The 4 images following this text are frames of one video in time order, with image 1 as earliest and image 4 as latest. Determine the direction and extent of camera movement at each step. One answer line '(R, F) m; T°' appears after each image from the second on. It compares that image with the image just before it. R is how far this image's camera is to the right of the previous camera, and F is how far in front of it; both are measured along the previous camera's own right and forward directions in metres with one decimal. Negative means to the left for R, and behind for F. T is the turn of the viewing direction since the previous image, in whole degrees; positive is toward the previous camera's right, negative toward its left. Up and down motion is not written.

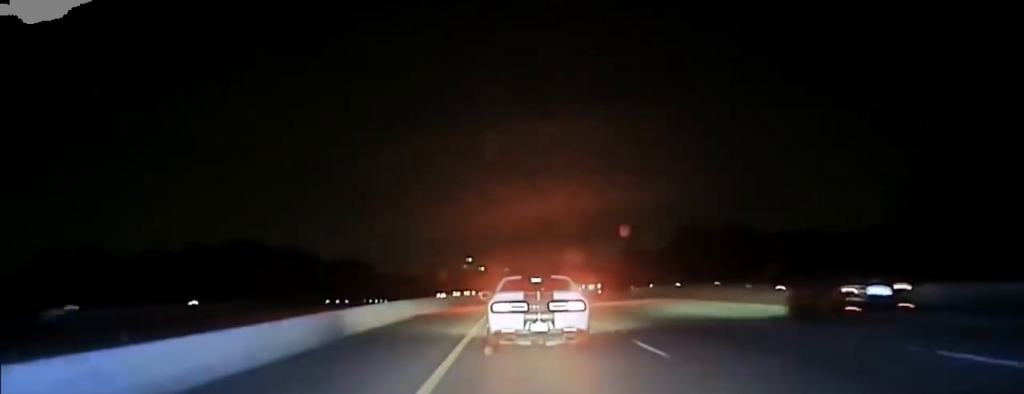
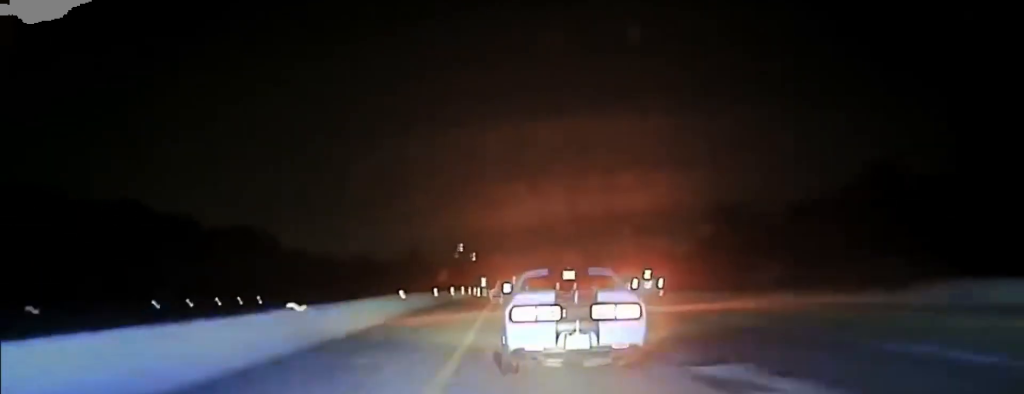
(-0.2, +91.2) m; 0°
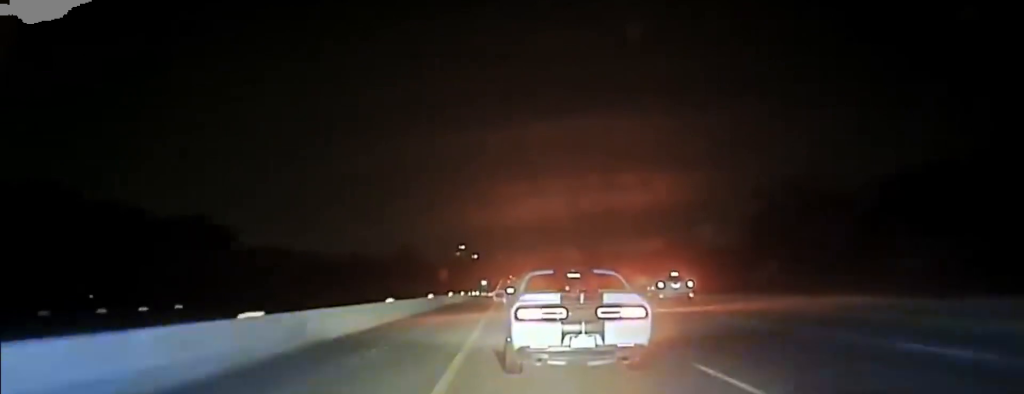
(+0.1, +25.7) m; 0°
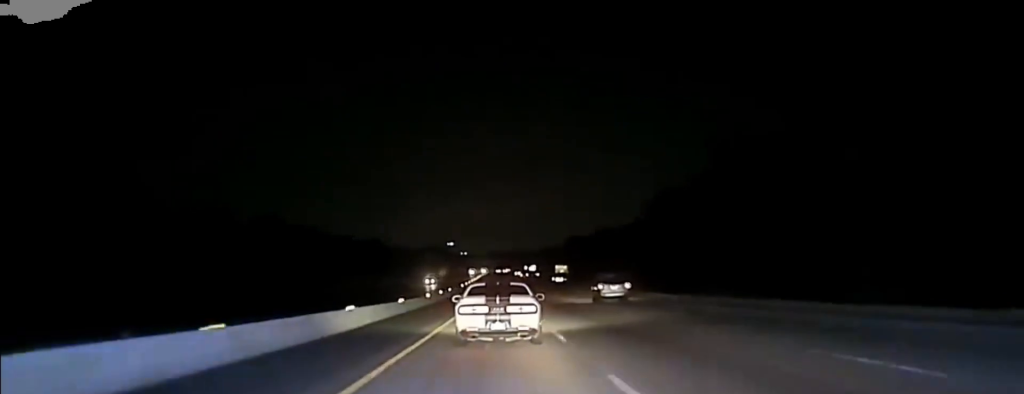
(+2.5, +243.7) m; +1°
